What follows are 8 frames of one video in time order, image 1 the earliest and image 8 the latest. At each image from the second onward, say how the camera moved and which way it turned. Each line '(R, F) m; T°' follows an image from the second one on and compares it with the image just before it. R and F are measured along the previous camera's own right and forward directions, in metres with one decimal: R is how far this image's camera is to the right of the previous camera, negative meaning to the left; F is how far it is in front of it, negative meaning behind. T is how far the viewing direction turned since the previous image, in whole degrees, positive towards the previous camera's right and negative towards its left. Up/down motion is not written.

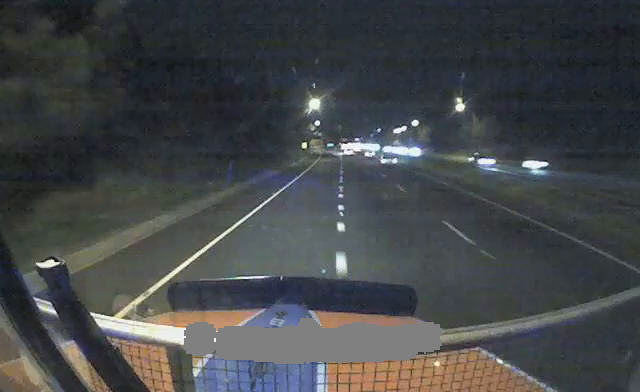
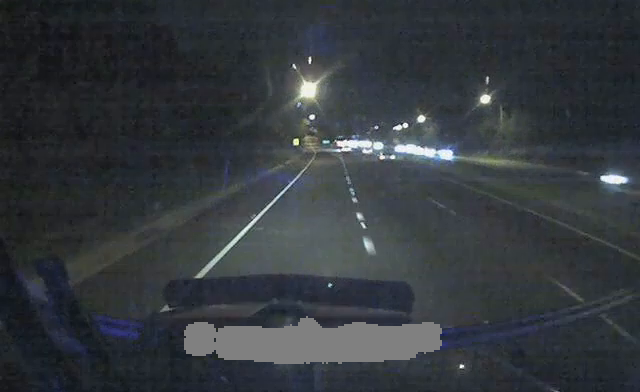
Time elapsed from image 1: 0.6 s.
(0.0, +15.6) m; 0°
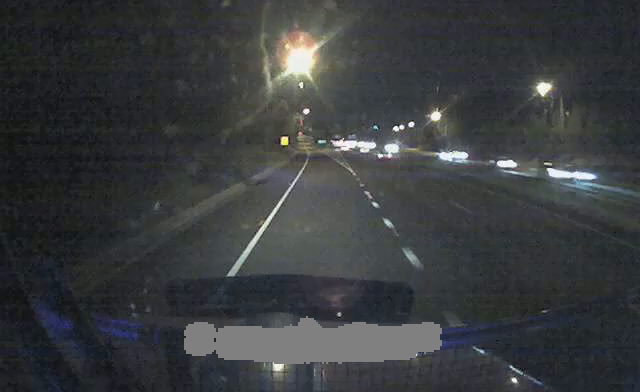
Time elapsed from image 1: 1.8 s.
(0.0, +33.6) m; +1°
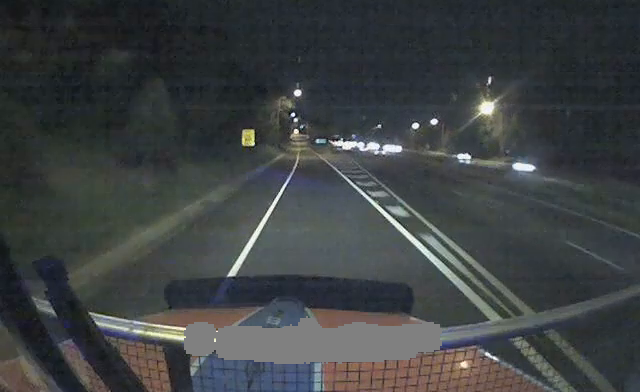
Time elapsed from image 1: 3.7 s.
(0.0, +48.8) m; 0°
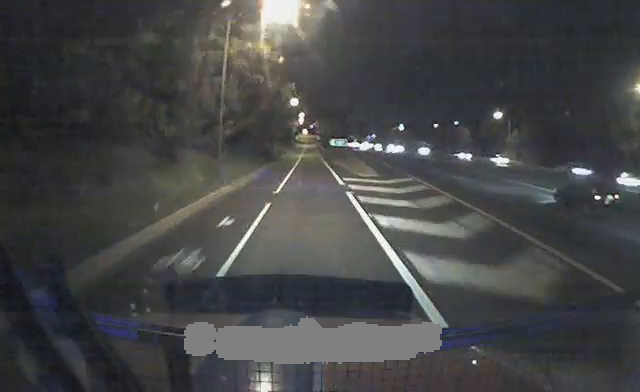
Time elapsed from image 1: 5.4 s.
(0.0, +43.3) m; 0°
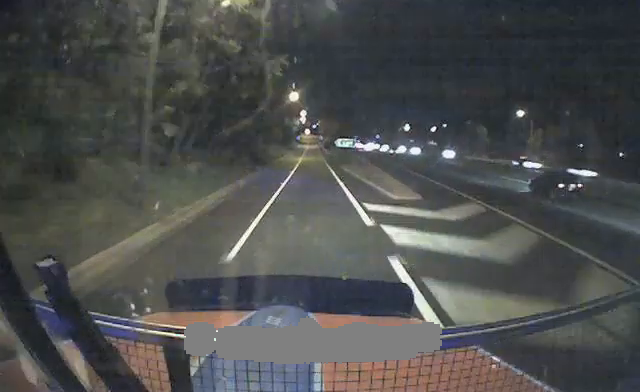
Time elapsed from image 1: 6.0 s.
(-0.3, +13.2) m; 0°
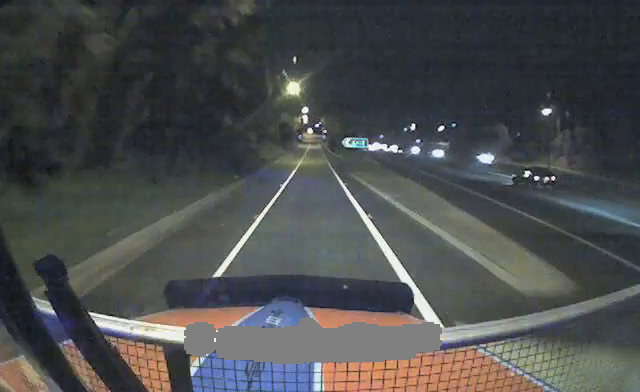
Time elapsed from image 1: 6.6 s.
(+0.2, +12.8) m; -1°
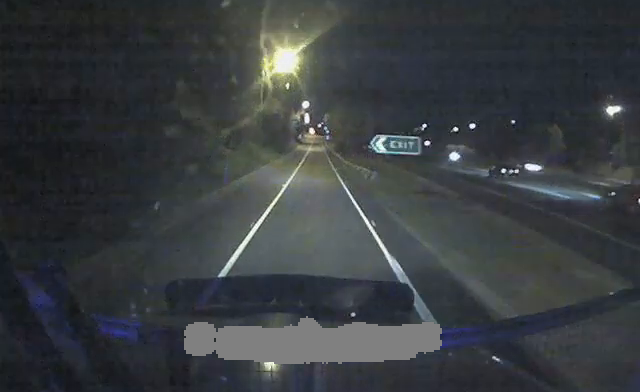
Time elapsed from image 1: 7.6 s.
(-0.3, +22.8) m; -2°
